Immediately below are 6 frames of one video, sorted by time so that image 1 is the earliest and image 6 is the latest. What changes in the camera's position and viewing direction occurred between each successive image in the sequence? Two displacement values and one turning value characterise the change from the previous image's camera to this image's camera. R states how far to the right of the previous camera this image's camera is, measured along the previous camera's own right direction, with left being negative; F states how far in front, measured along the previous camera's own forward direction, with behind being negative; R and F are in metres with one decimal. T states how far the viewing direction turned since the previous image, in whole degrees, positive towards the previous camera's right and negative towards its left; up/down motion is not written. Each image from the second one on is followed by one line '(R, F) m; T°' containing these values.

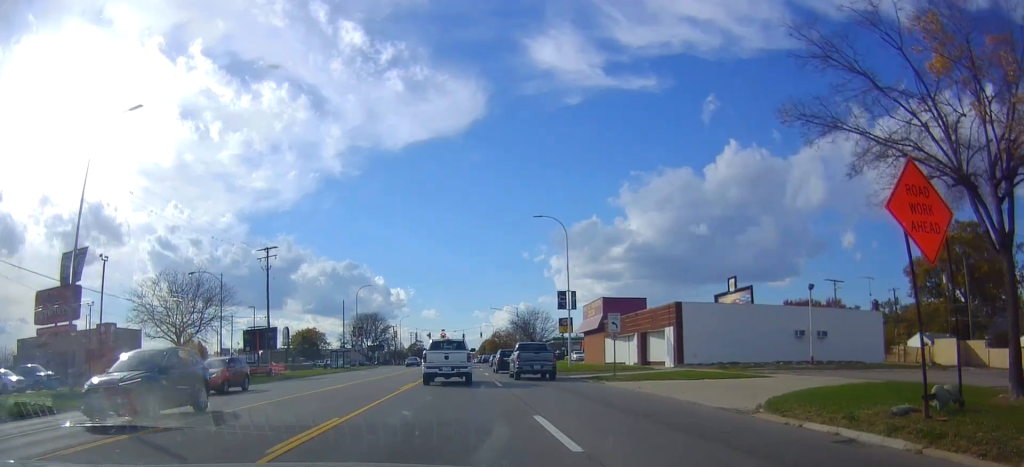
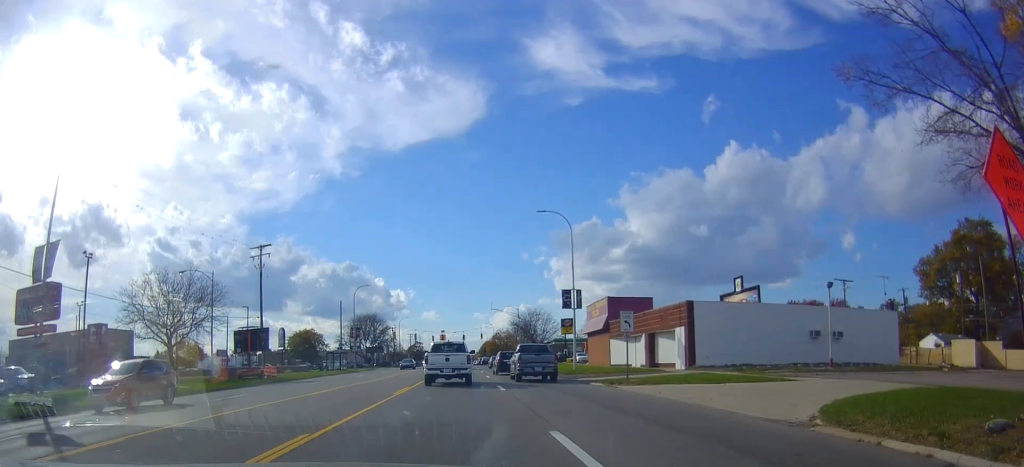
(0.0, +2.3) m; 0°
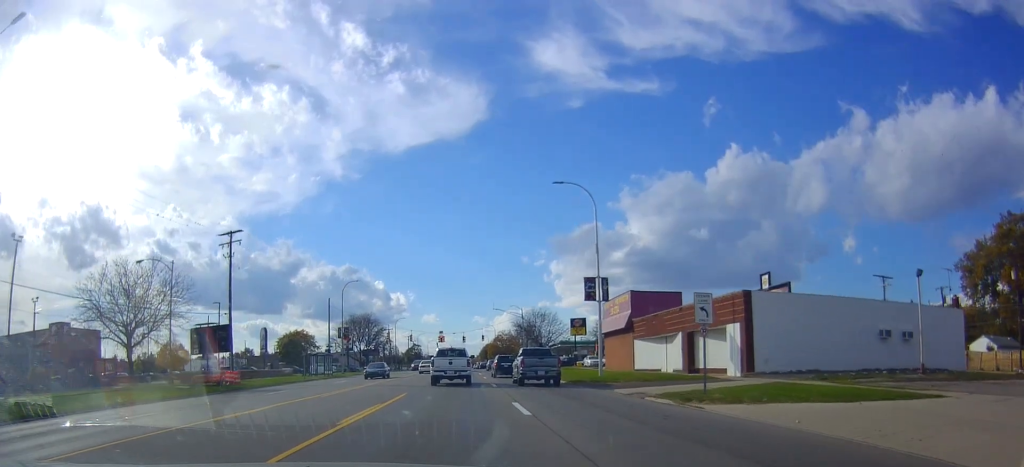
(0.0, +8.1) m; 0°
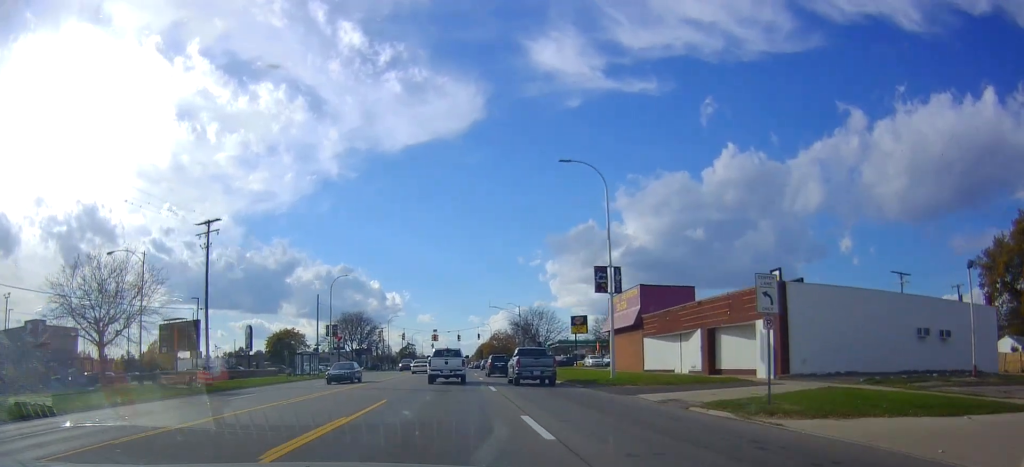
(0.0, +3.8) m; 0°
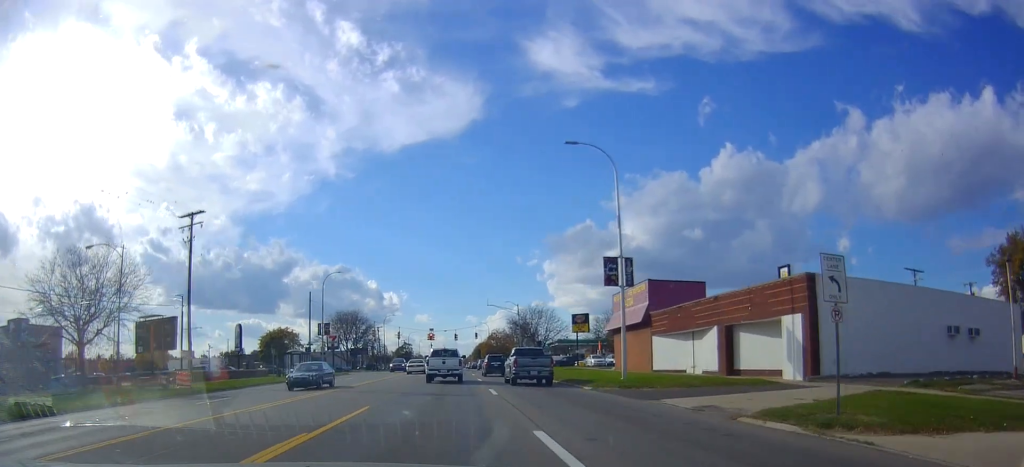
(0.0, +2.6) m; 0°
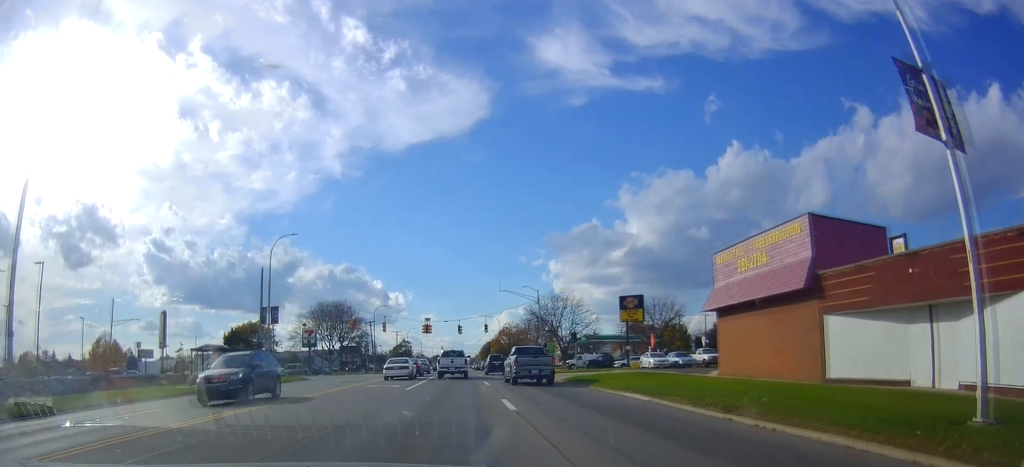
(0.0, +20.0) m; -1°
